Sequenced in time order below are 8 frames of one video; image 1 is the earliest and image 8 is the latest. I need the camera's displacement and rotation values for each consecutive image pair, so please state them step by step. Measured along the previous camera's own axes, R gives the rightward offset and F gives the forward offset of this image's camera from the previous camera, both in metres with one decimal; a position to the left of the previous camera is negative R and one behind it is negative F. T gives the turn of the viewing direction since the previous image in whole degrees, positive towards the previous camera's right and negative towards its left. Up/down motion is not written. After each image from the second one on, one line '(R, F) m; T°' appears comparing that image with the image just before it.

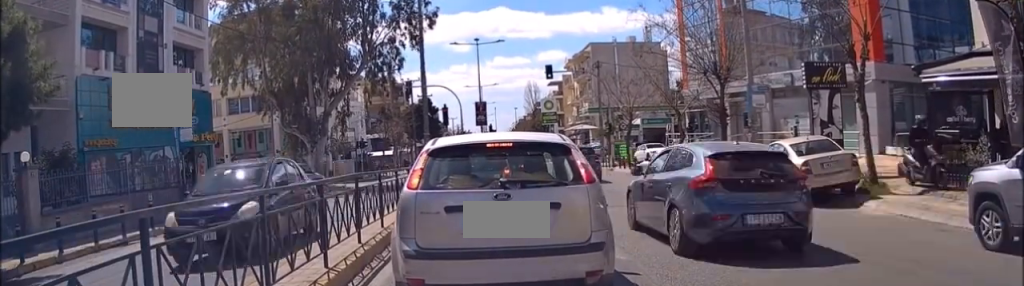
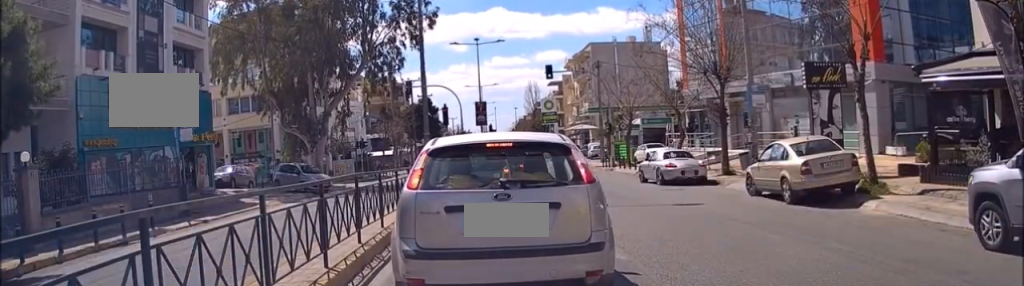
(0.0, 0.0) m; 0°
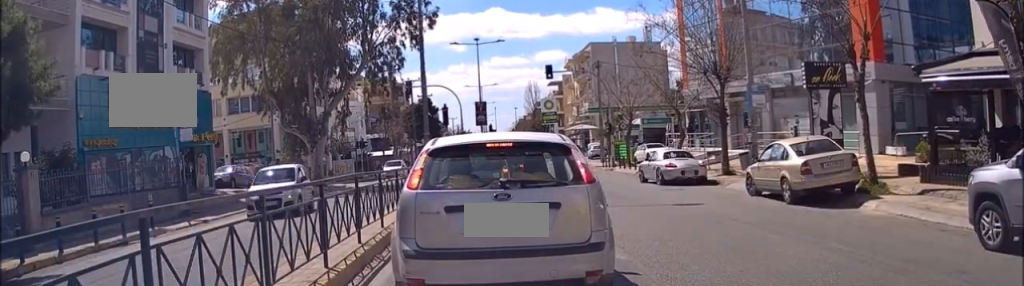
(0.0, 0.0) m; 0°
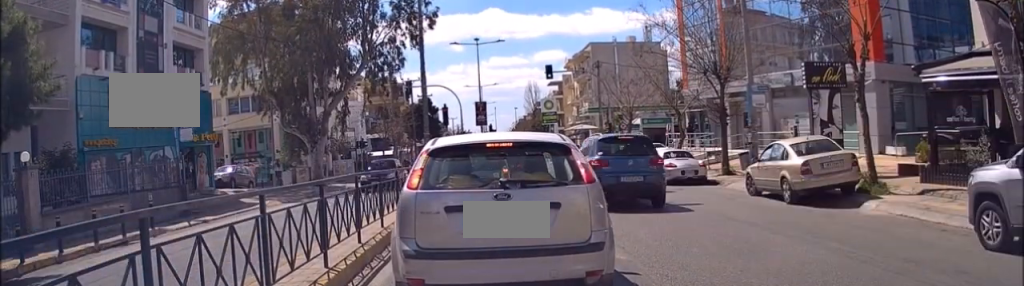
(0.0, 0.0) m; 0°
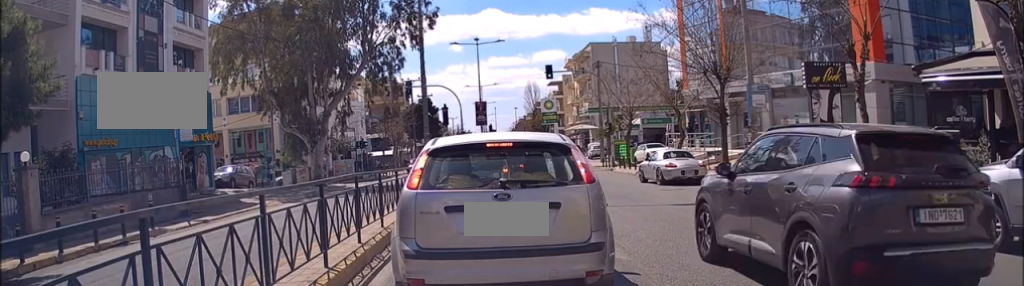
(0.0, 0.0) m; 0°
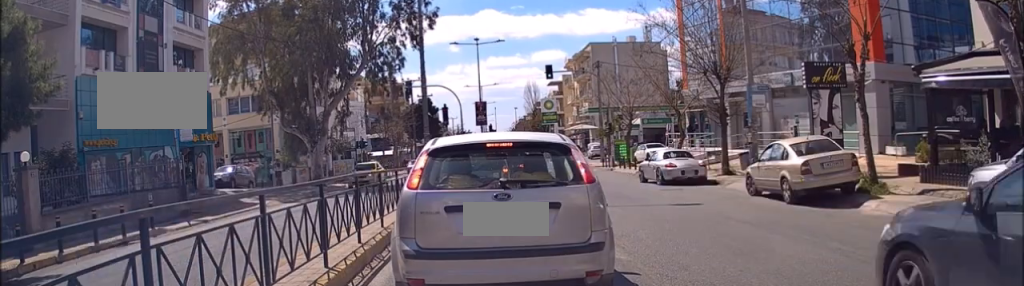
(0.0, 0.0) m; 0°
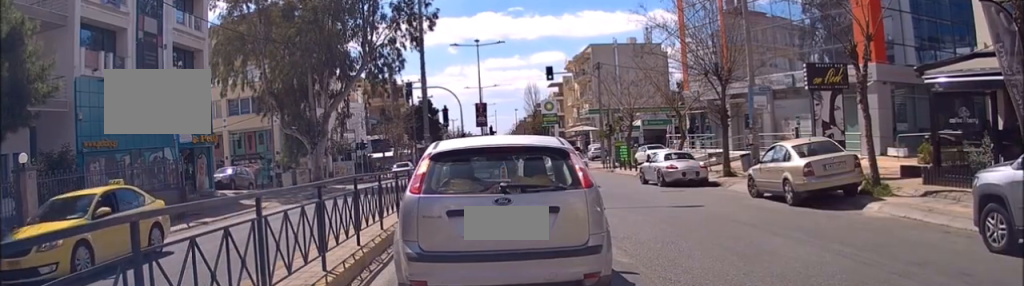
(0.0, 0.0) m; 0°
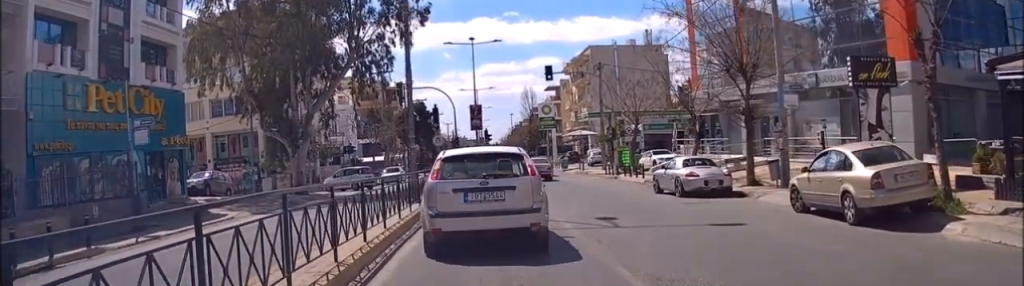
(-0.8, +2.3) m; -10°
